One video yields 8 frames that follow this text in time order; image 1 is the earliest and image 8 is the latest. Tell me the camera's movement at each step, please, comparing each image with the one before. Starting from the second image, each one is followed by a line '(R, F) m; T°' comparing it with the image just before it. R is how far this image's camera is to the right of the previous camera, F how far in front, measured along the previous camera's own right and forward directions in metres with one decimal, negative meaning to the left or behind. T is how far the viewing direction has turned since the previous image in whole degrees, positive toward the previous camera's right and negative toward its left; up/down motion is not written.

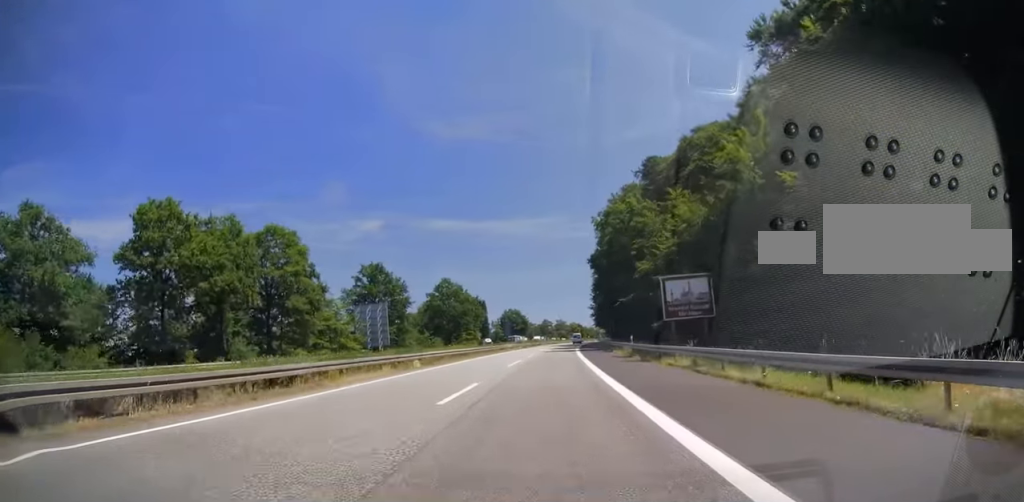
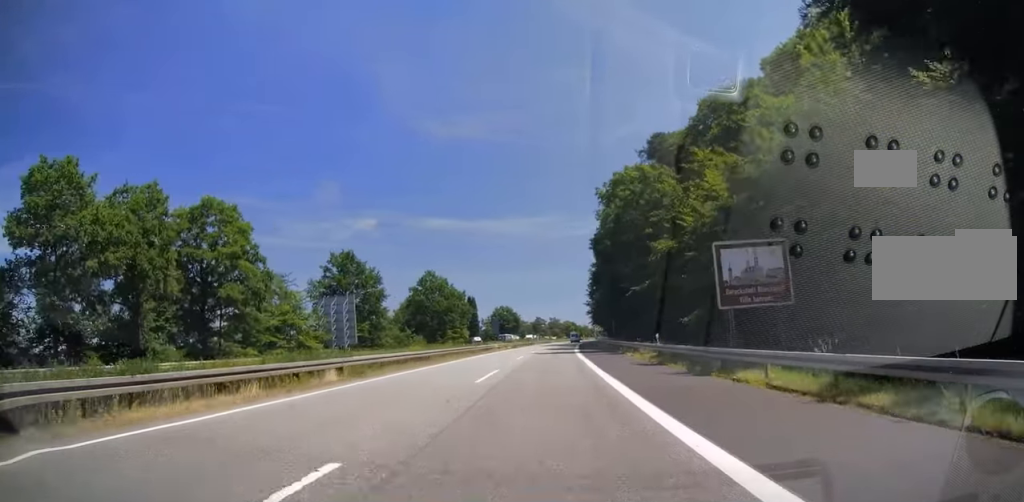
(+0.1, +12.3) m; 0°
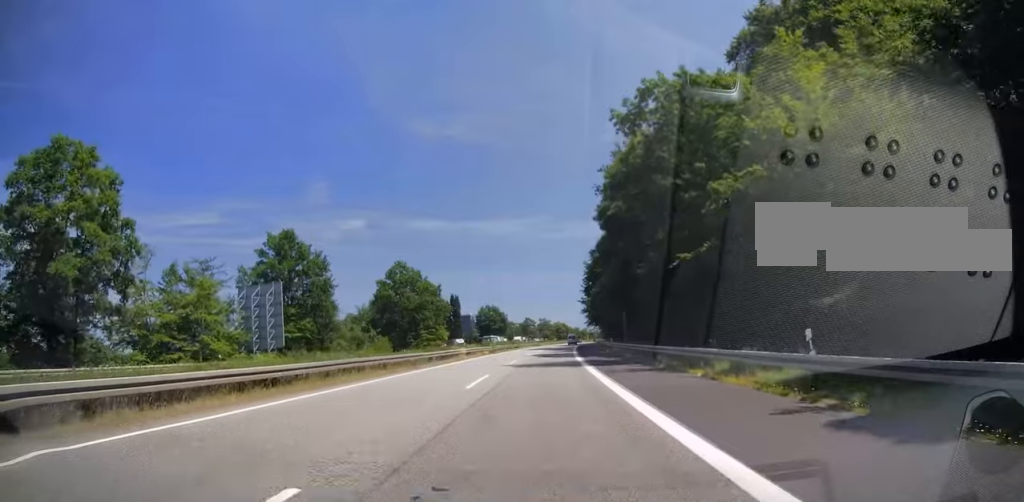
(+0.1, +19.3) m; +1°
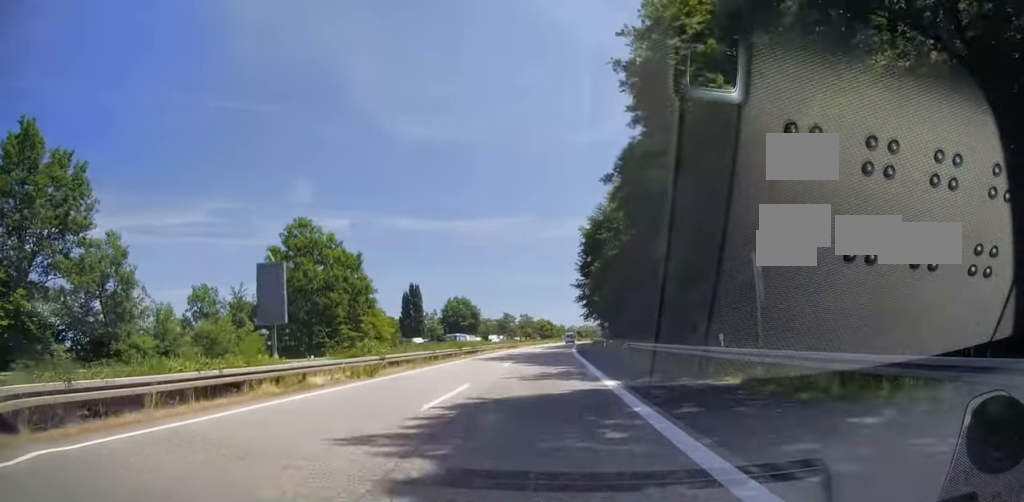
(+0.5, +41.5) m; +1°
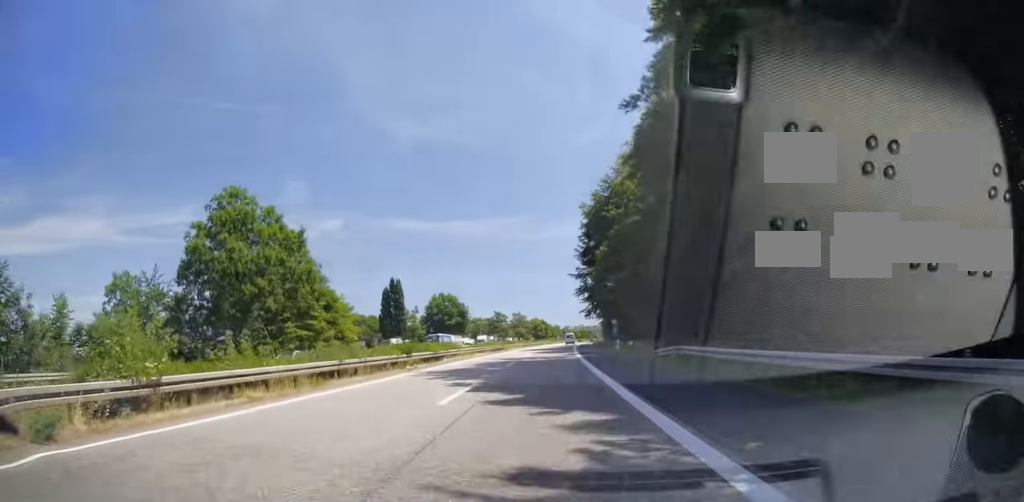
(+0.1, +16.8) m; 0°
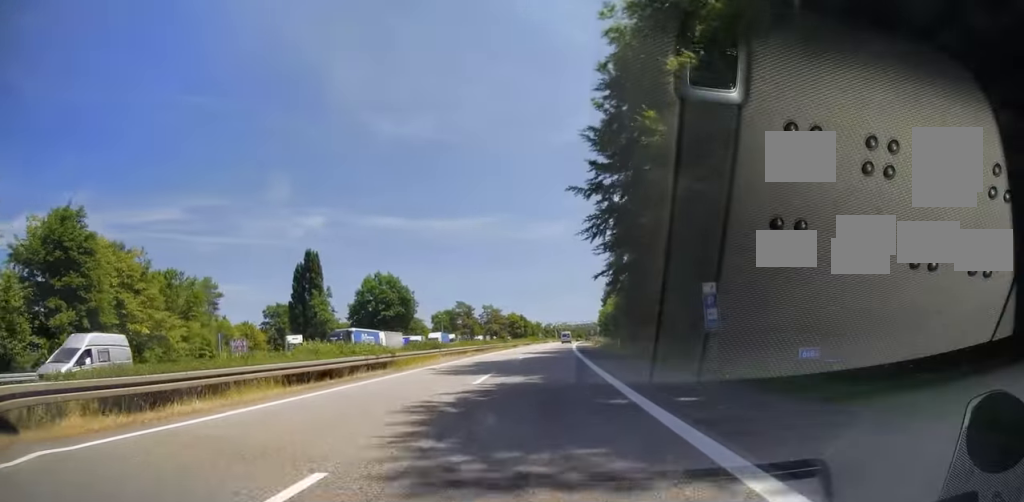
(+0.6, +48.8) m; +2°
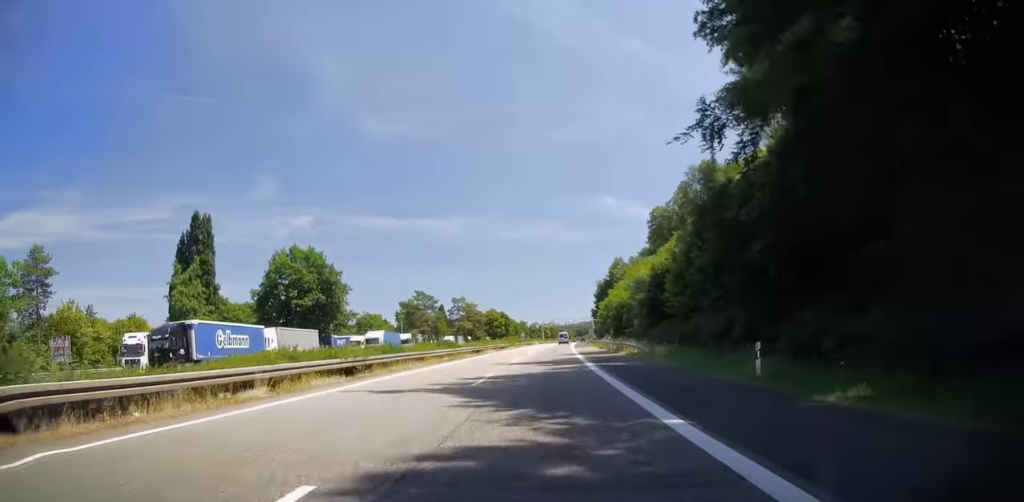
(+0.3, +36.5) m; +2°
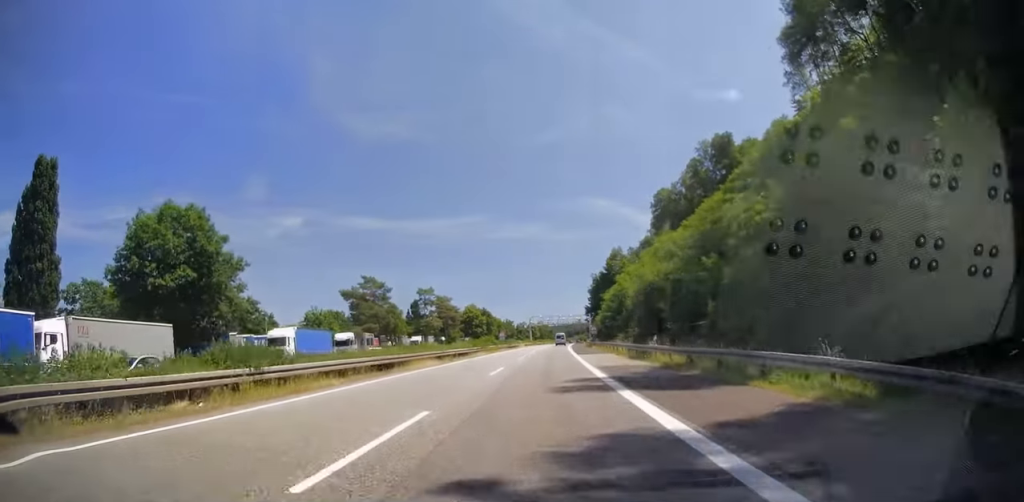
(+0.7, +30.1) m; +1°
